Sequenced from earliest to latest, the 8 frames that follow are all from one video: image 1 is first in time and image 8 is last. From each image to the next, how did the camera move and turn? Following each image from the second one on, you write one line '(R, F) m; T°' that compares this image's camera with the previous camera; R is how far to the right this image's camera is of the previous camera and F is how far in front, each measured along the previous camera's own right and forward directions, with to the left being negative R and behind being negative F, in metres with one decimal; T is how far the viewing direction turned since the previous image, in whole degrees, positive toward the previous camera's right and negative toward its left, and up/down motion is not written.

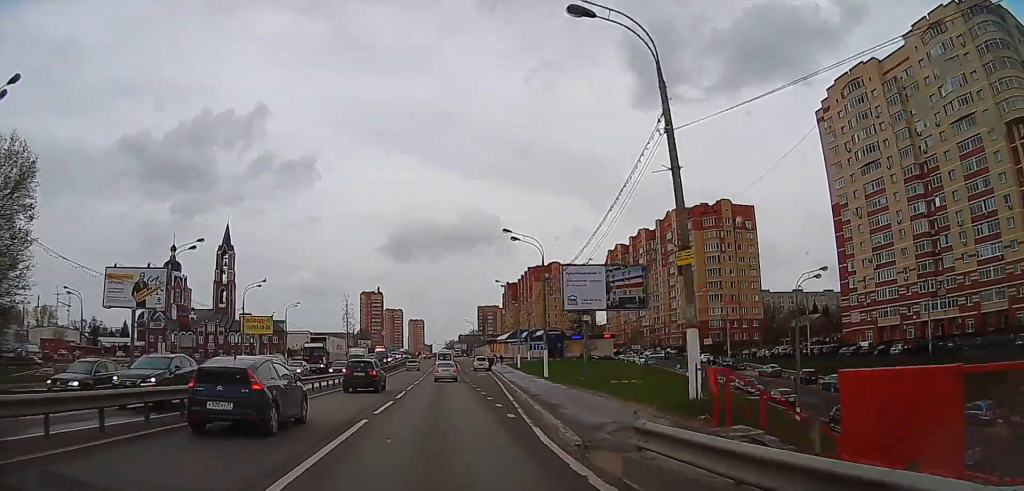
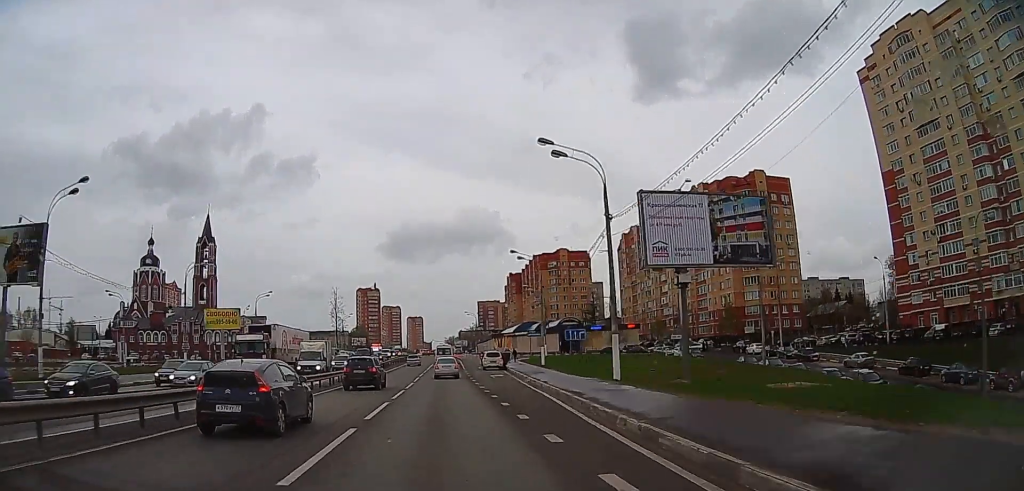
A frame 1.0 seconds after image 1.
(+0.3, +17.8) m; +1°
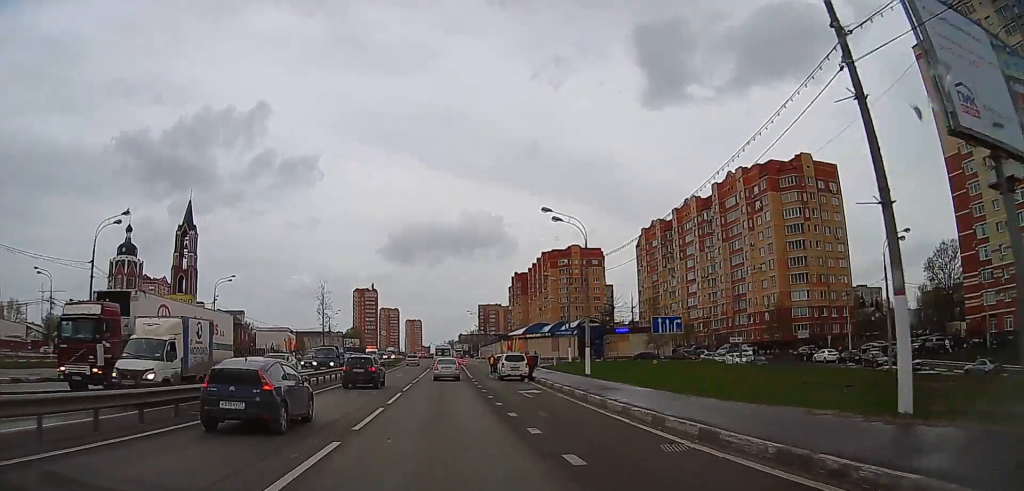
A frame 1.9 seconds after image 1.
(0.0, +17.5) m; -1°
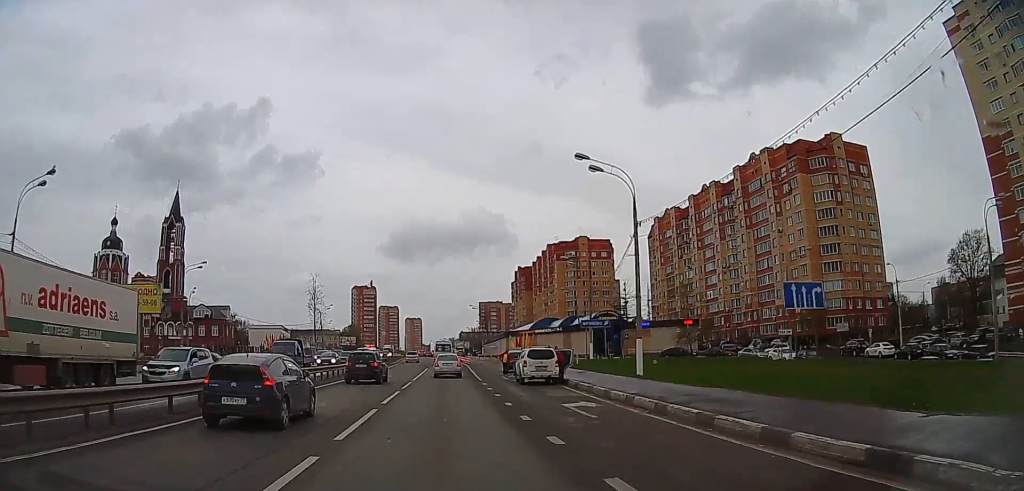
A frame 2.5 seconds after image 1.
(-0.6, +10.3) m; -1°
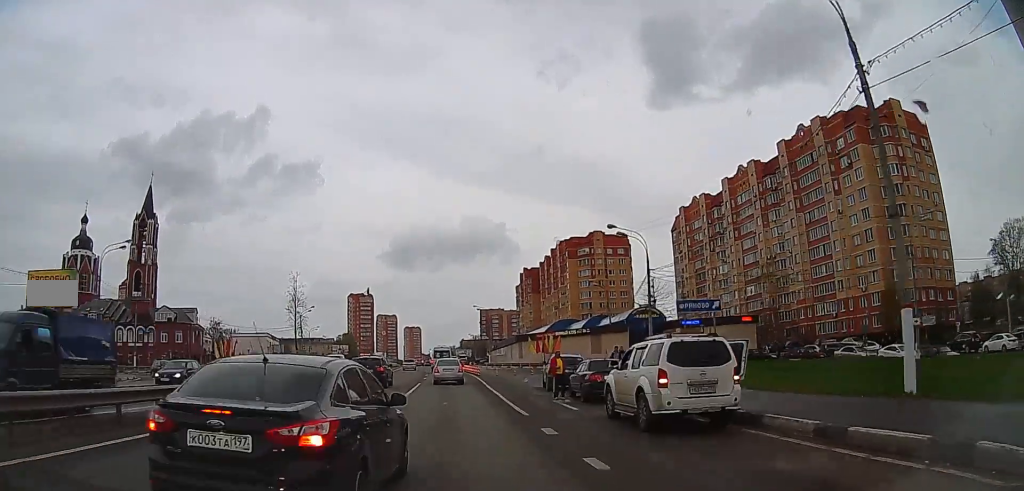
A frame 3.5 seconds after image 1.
(+0.7, +18.5) m; +1°
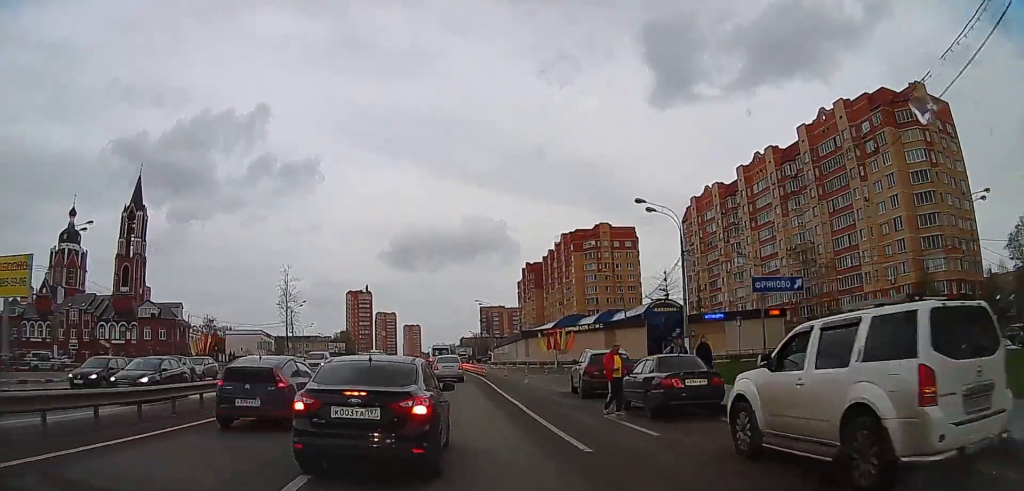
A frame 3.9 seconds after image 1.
(-0.1, +6.9) m; +1°
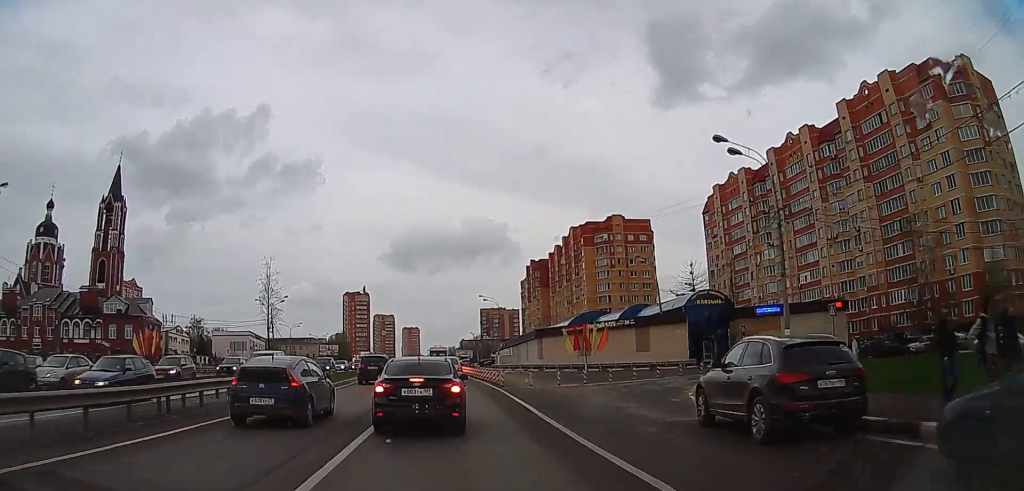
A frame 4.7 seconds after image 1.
(-0.2, +12.5) m; +1°
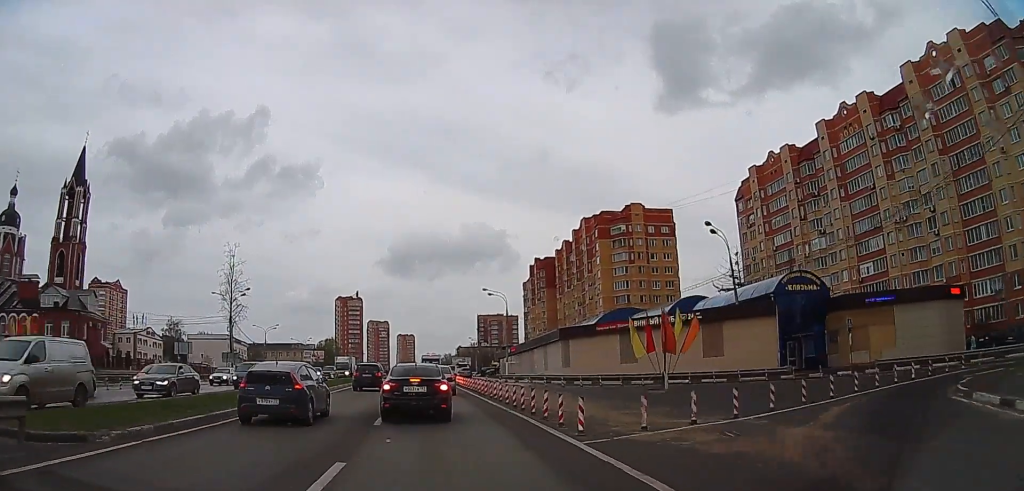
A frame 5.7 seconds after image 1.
(+0.6, +17.4) m; 0°
